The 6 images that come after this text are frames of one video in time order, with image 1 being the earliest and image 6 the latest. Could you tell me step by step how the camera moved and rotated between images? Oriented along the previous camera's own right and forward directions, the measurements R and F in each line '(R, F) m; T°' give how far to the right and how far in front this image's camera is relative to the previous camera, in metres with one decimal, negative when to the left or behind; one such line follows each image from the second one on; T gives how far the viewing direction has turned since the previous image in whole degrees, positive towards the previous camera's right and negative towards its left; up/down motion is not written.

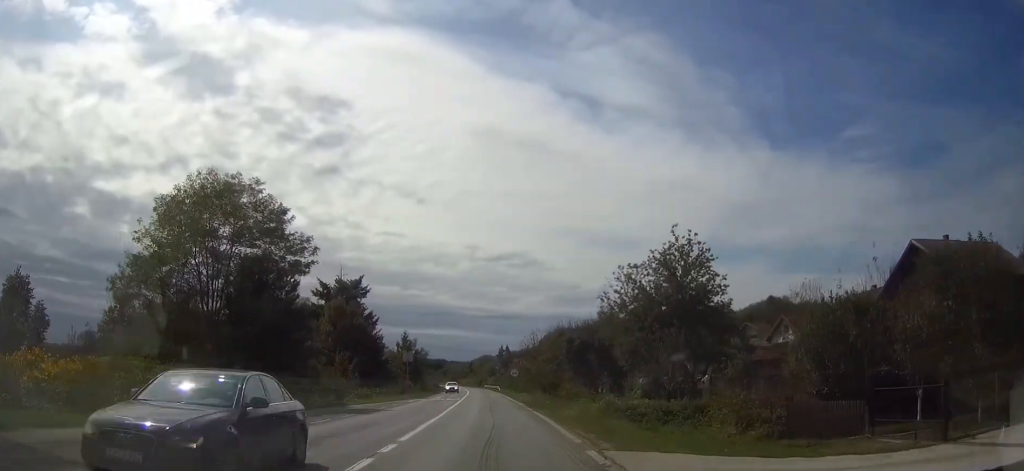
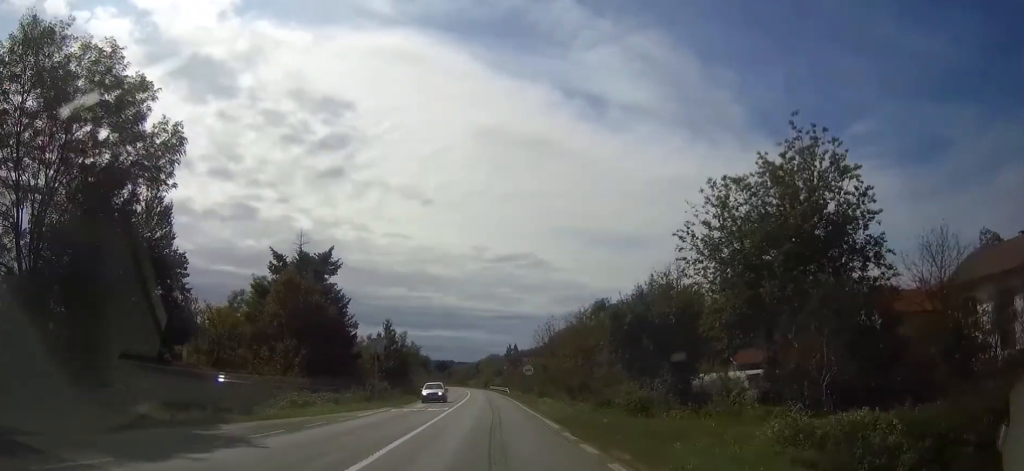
(0.0, +19.3) m; 0°
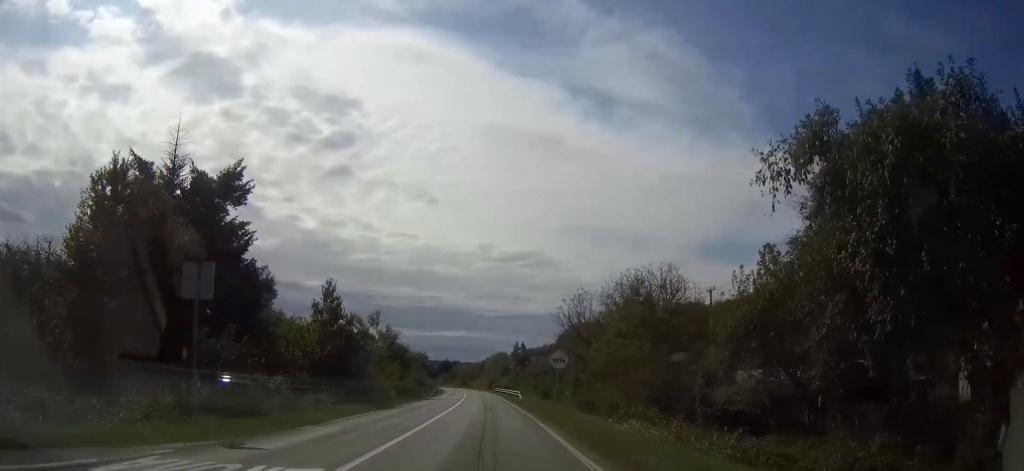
(-0.2, +26.7) m; -1°
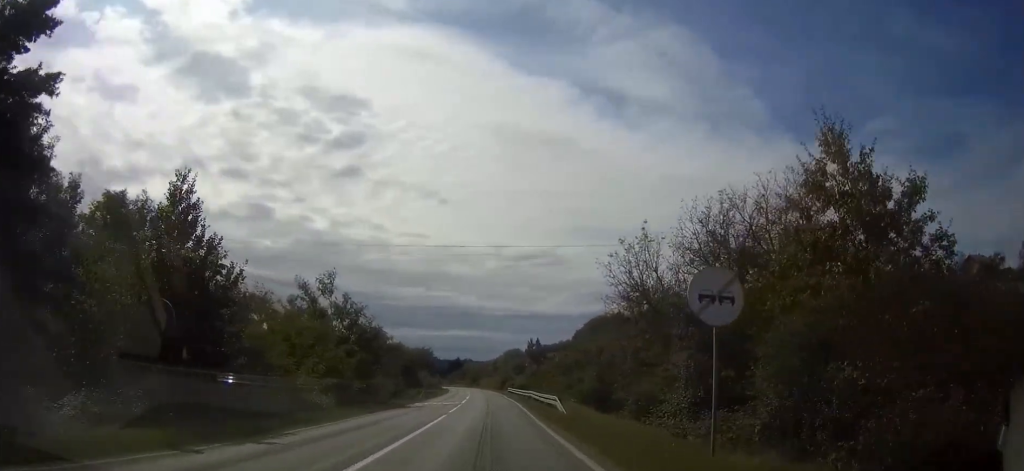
(0.0, +23.3) m; -1°
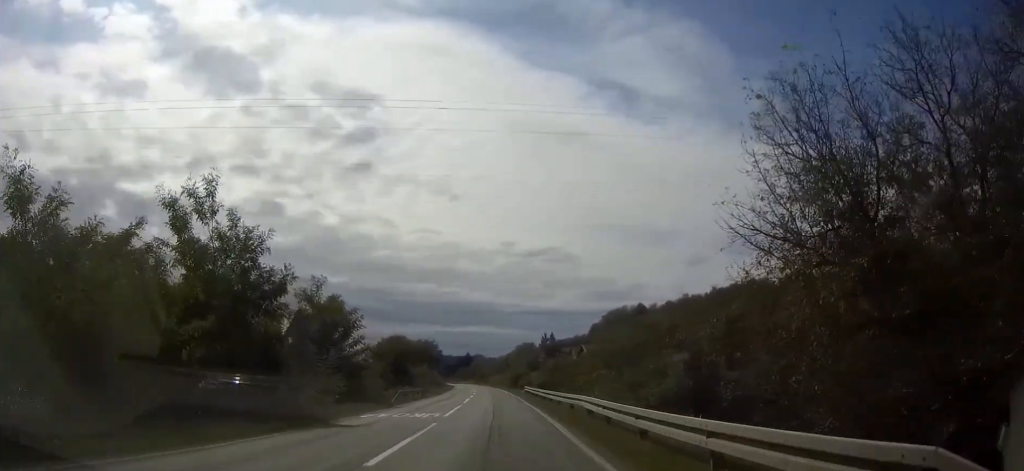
(-0.2, +21.1) m; -1°
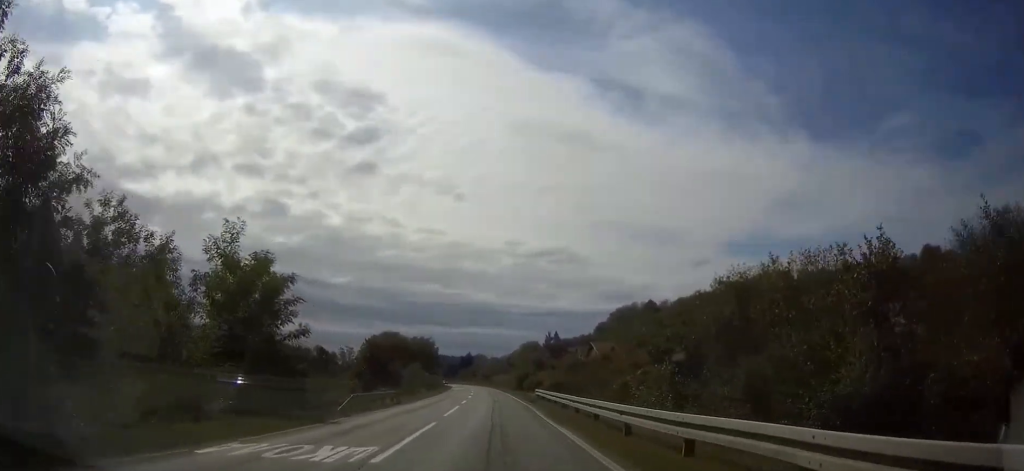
(-0.1, +14.5) m; 0°
